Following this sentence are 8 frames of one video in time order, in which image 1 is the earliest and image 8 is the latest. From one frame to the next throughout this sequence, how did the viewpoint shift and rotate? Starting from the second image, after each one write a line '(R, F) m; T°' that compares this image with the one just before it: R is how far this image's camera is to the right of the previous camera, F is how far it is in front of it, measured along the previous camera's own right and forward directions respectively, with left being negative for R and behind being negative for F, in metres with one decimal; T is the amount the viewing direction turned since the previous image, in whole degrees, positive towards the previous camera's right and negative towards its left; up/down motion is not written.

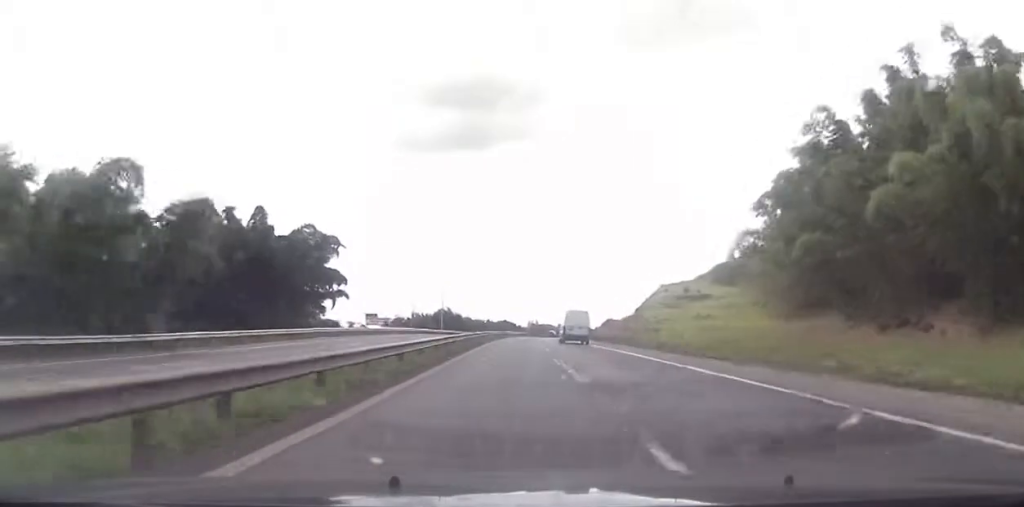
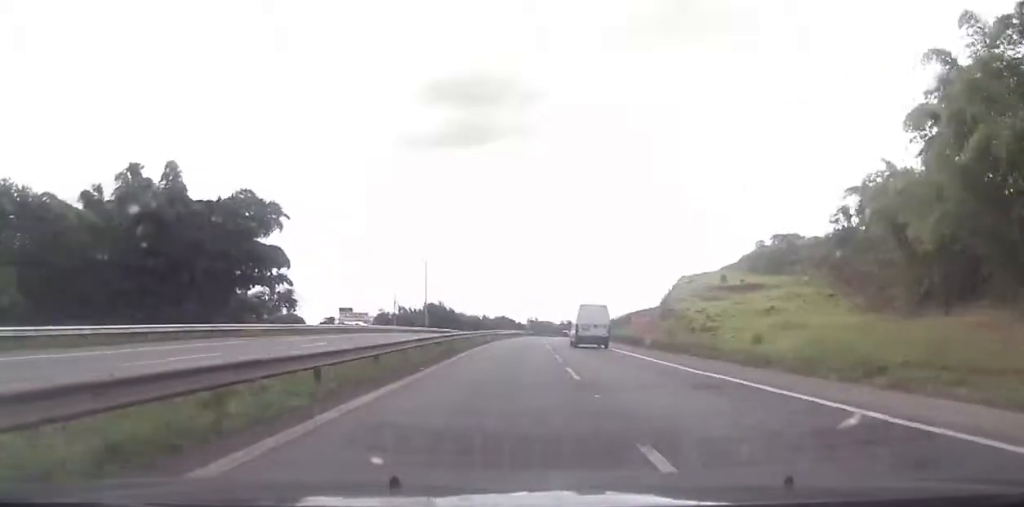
(0.0, +24.4) m; 0°
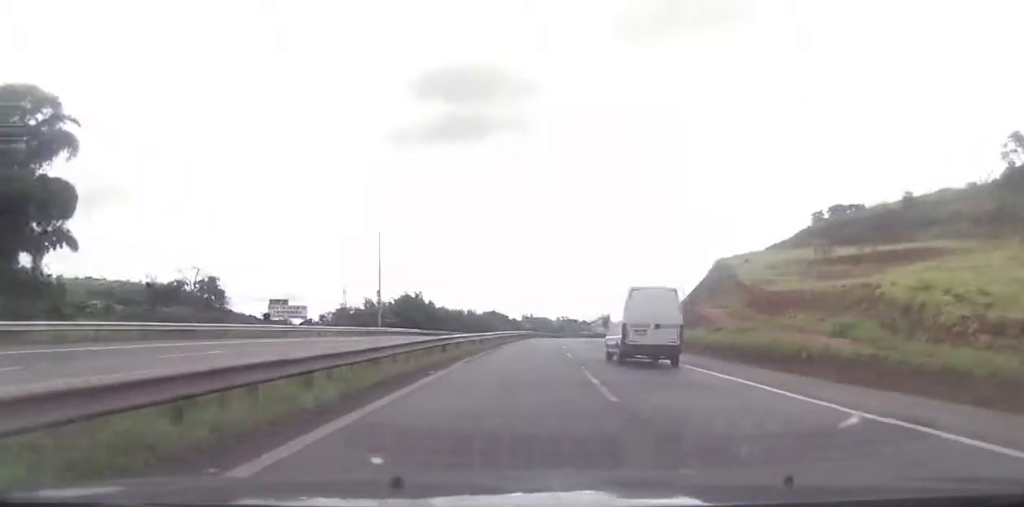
(-0.1, +38.0) m; 0°
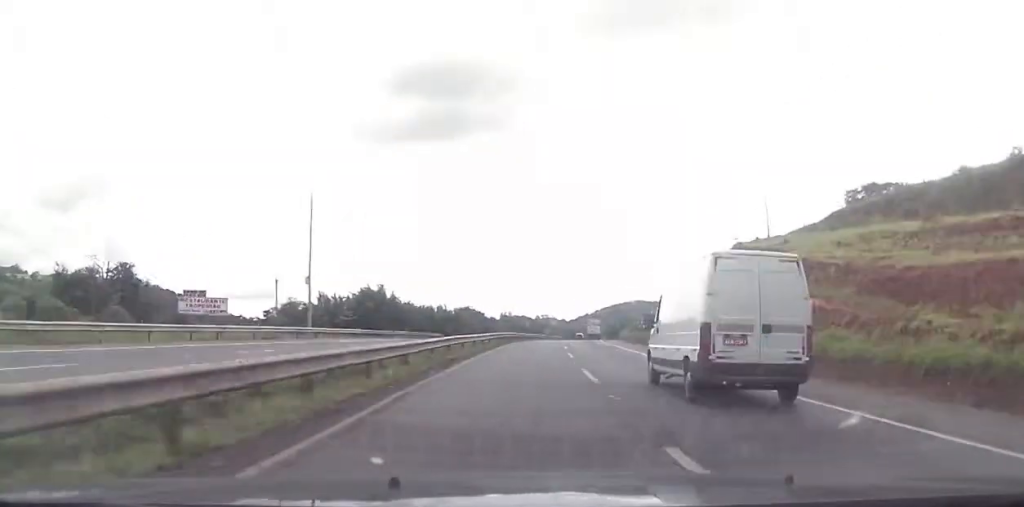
(0.0, +22.7) m; 0°
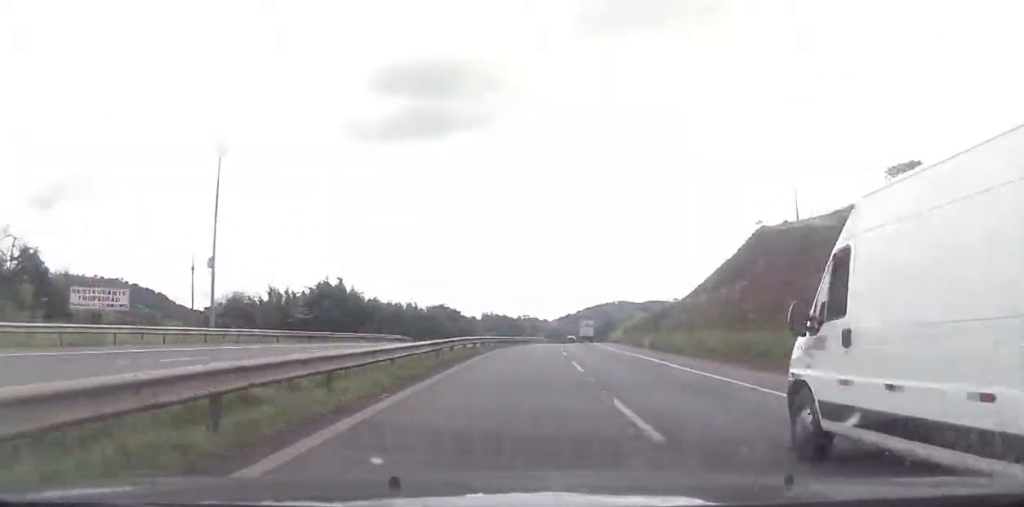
(-0.1, +19.1) m; +1°
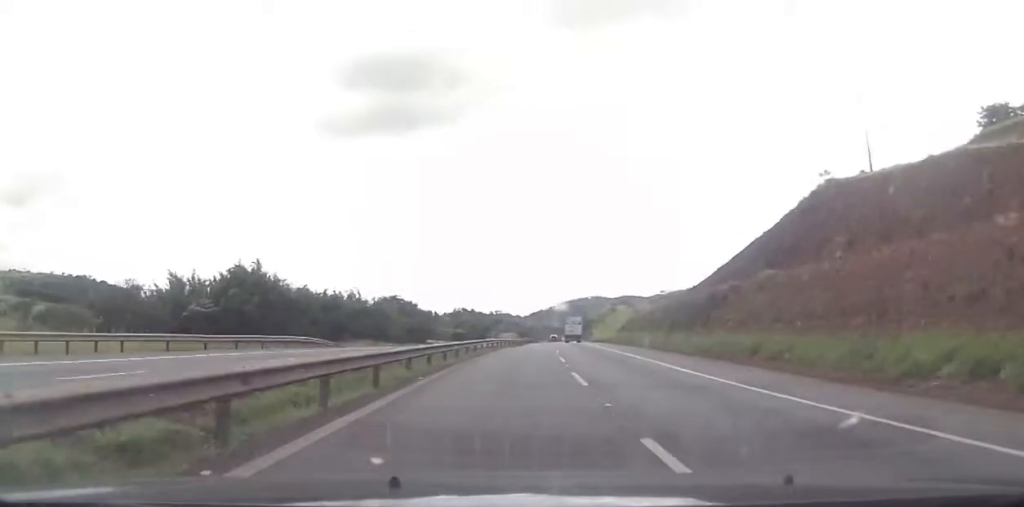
(+0.4, +27.9) m; +1°
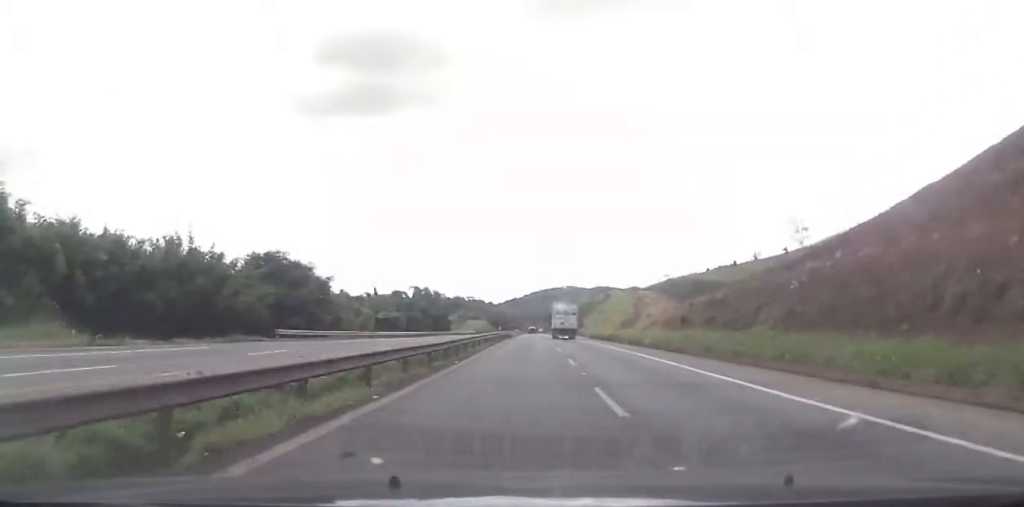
(+2.0, +53.1) m; +4°
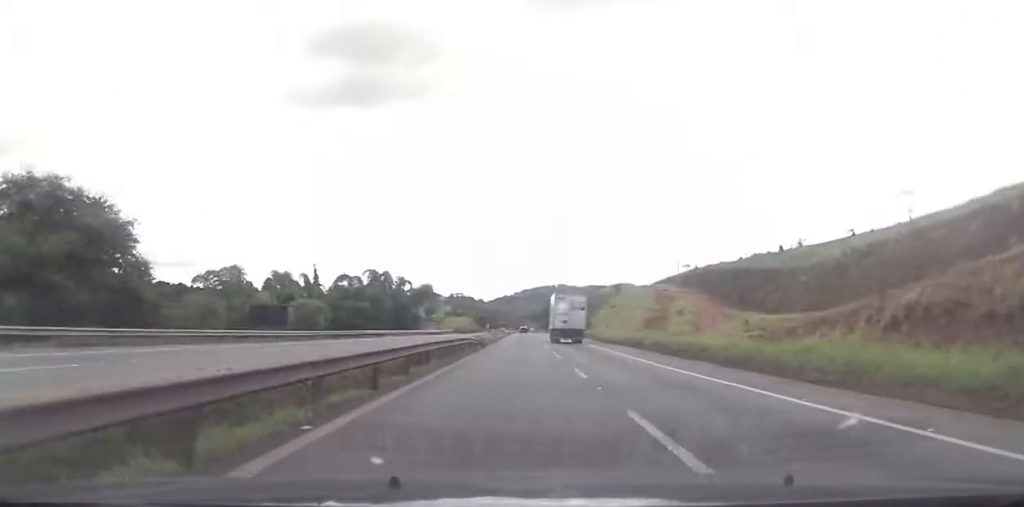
(+0.7, +39.9) m; +2°
